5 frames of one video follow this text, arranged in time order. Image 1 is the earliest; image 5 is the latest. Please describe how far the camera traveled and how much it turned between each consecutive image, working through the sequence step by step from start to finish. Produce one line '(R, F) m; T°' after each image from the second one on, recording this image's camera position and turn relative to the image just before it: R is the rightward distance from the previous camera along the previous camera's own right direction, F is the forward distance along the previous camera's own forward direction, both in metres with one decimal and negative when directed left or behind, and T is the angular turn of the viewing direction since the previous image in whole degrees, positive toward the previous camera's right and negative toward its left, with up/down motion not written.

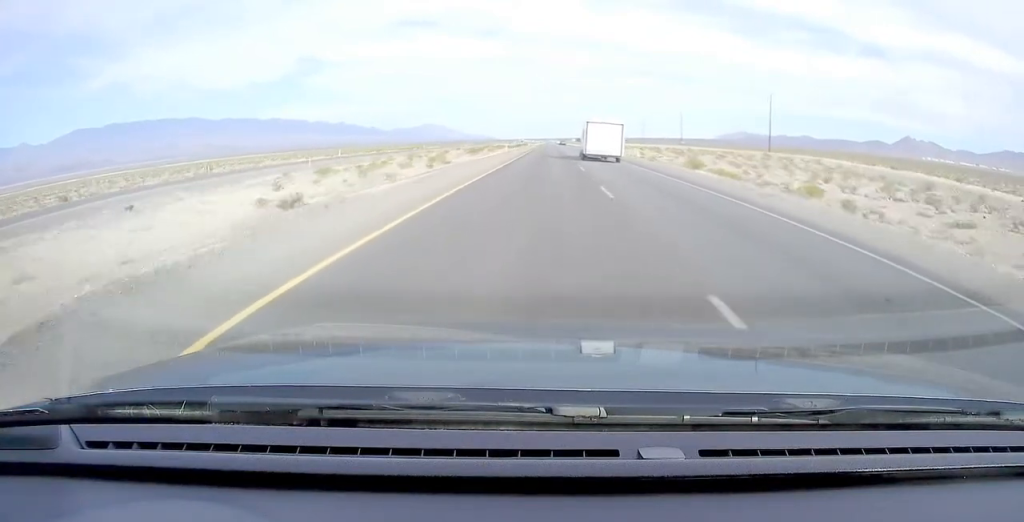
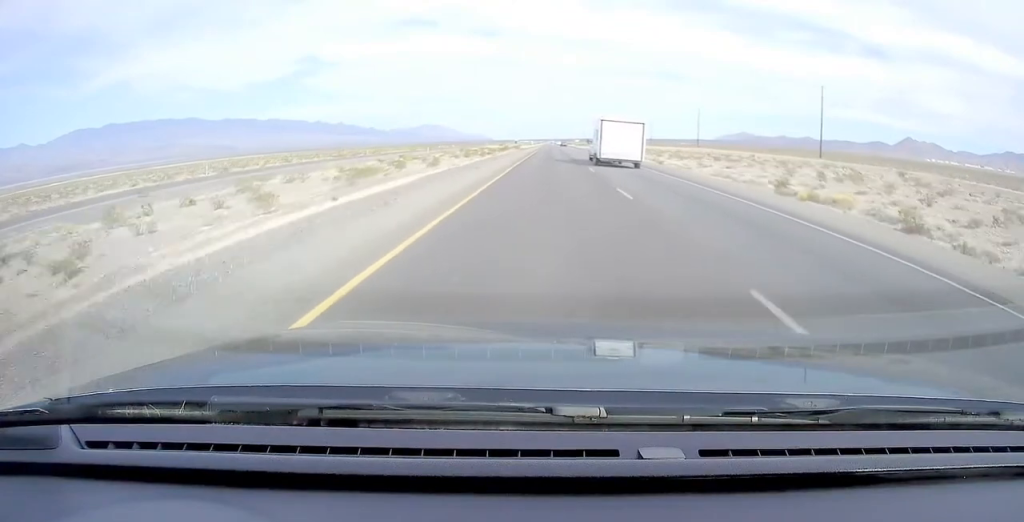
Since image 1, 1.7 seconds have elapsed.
(+0.1, +59.9) m; 0°
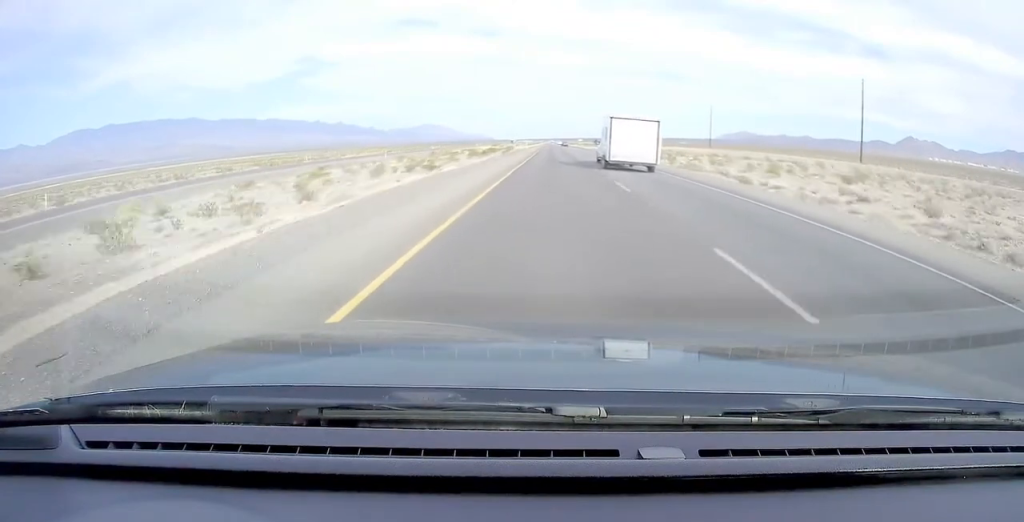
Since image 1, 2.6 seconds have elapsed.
(-0.1, +30.1) m; 0°
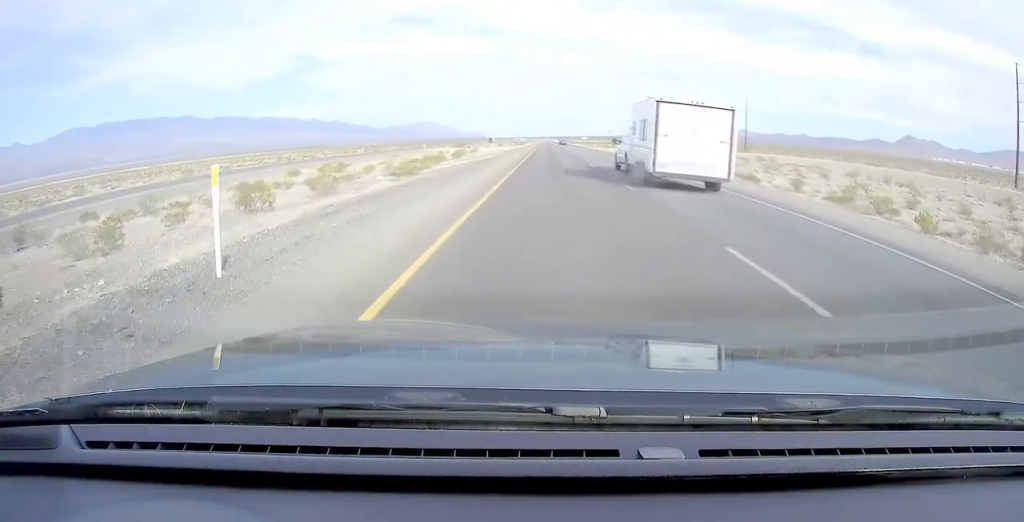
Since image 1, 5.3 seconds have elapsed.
(+0.1, +52.9) m; 0°
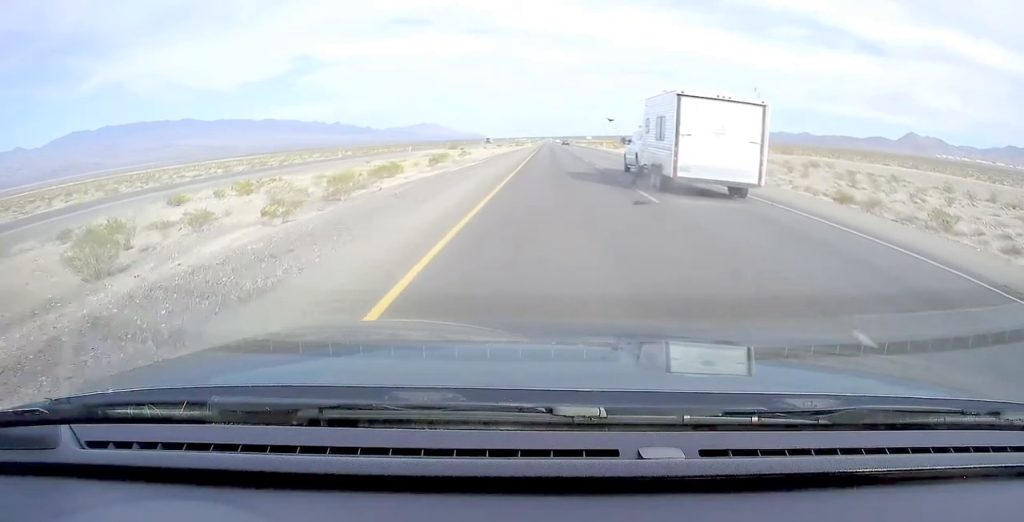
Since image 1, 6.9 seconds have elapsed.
(0.0, +14.1) m; 0°
